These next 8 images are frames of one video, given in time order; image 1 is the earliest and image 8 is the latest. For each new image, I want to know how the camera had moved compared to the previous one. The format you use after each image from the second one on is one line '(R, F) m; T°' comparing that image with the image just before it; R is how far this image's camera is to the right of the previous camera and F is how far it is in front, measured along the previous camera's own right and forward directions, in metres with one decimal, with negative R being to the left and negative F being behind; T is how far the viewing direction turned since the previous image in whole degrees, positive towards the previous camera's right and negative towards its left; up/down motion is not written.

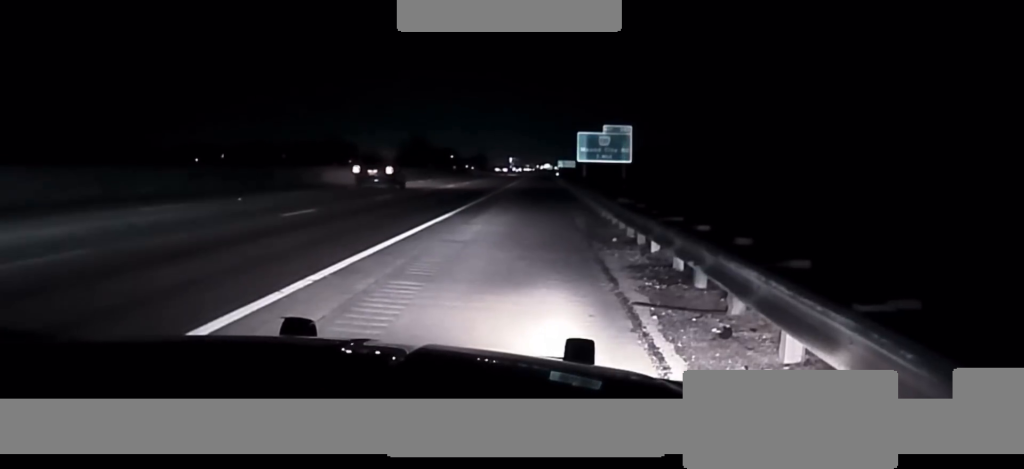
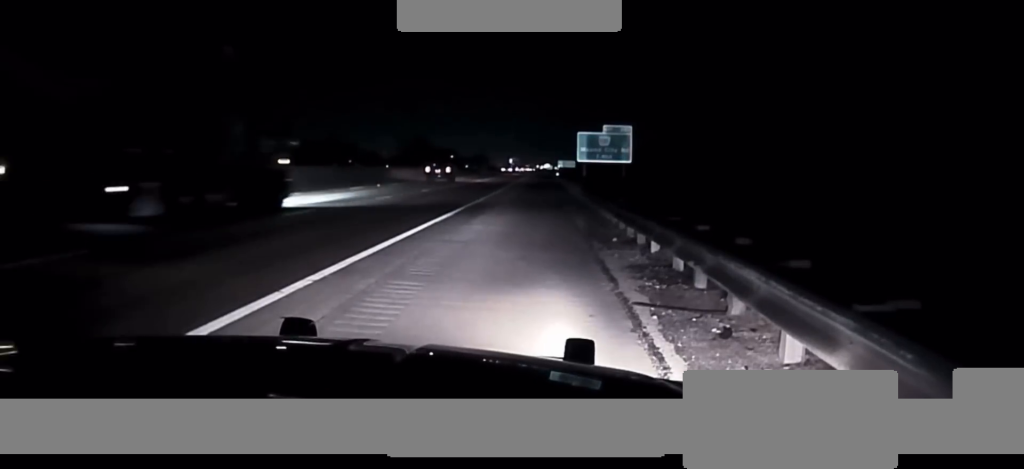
(0.0, 0.0) m; 0°
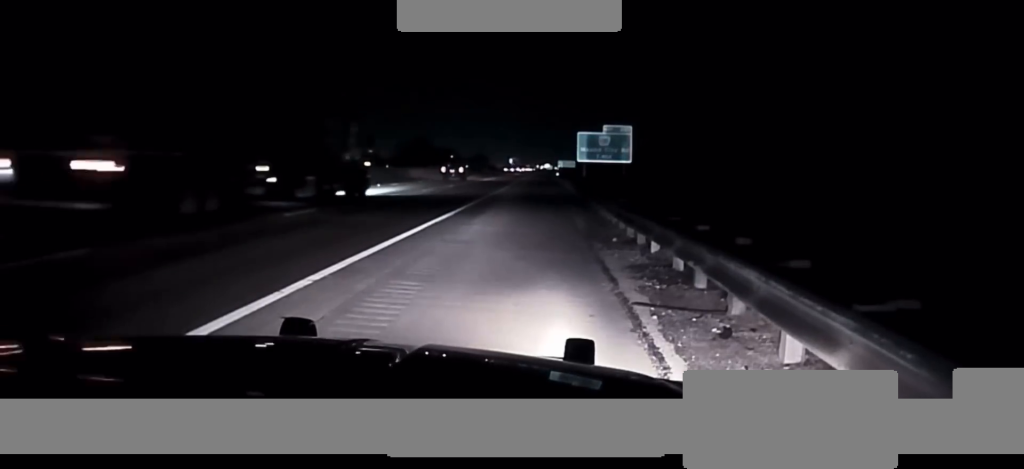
(0.0, 0.0) m; 0°
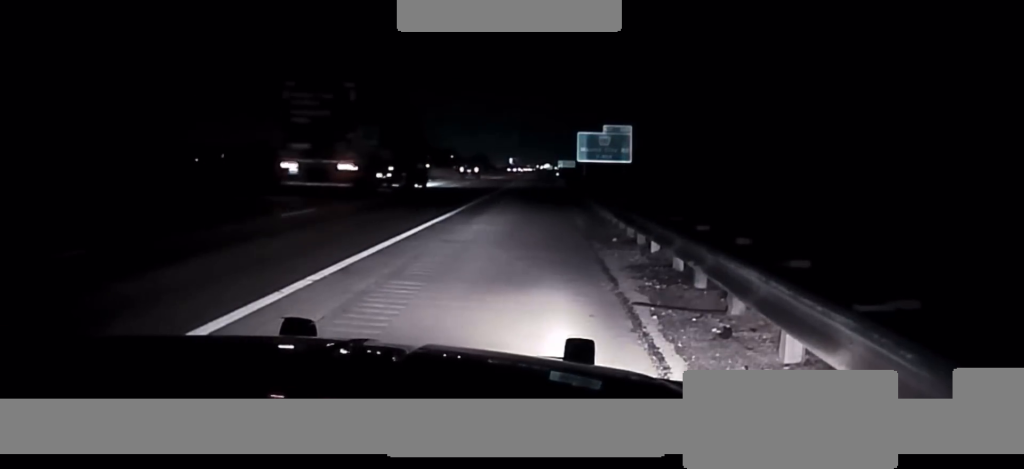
(0.0, 0.0) m; 0°
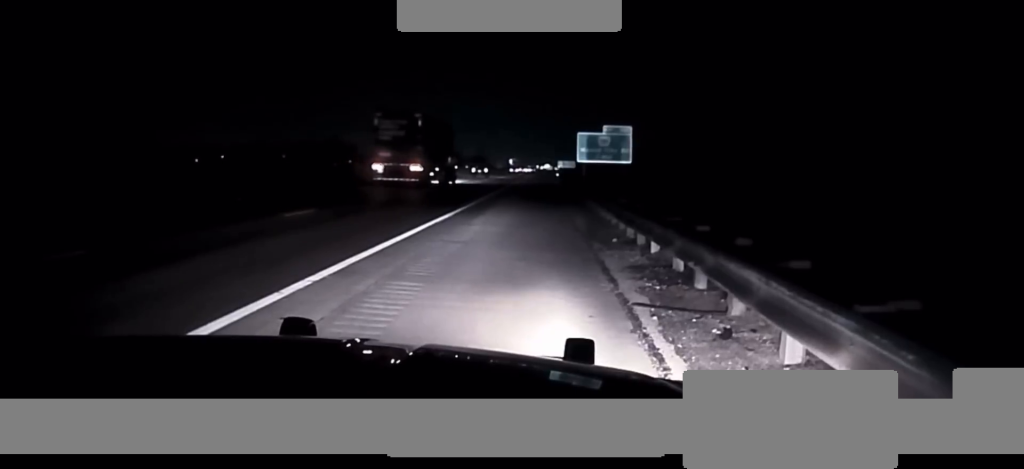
(0.0, 0.0) m; 0°
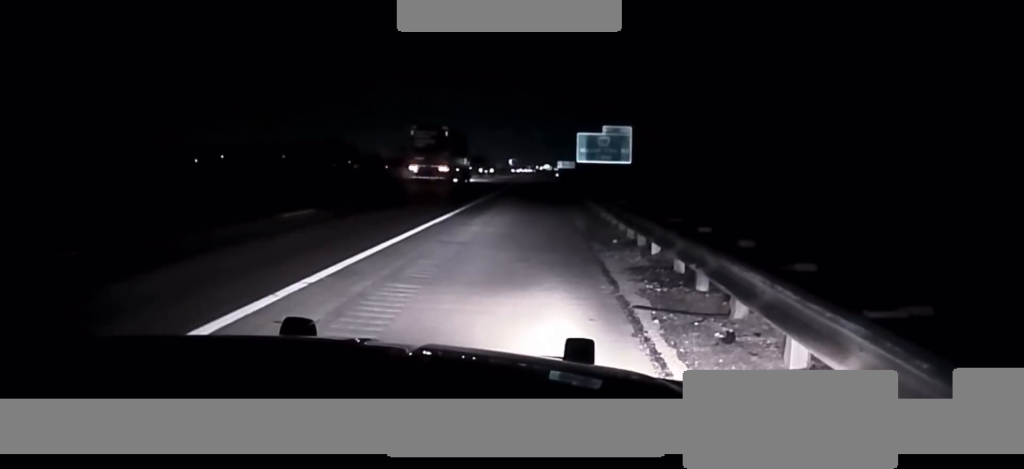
(0.0, 0.0) m; 0°
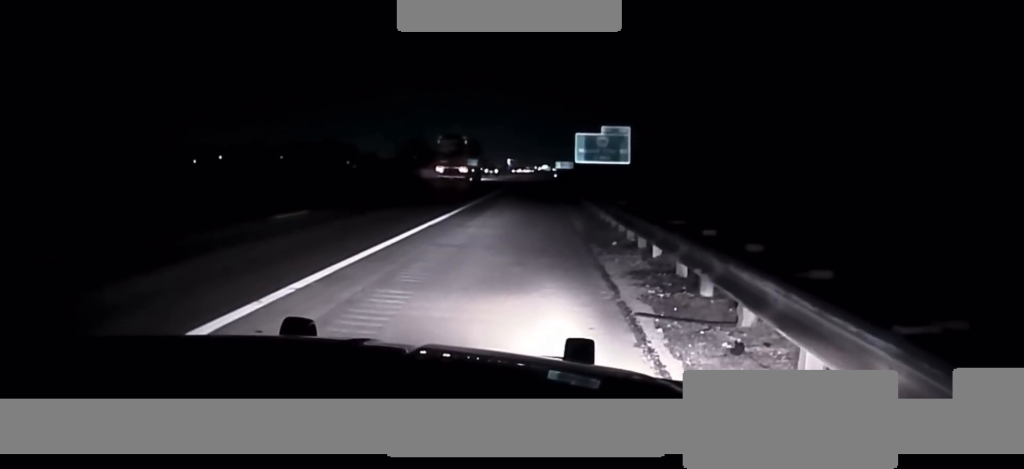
(0.0, 0.0) m; 0°
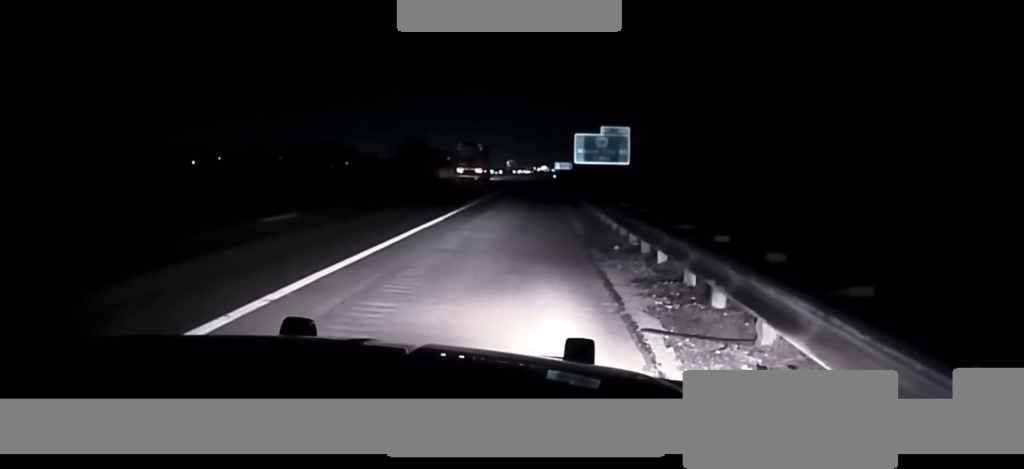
(-0.1, +0.4) m; 0°
